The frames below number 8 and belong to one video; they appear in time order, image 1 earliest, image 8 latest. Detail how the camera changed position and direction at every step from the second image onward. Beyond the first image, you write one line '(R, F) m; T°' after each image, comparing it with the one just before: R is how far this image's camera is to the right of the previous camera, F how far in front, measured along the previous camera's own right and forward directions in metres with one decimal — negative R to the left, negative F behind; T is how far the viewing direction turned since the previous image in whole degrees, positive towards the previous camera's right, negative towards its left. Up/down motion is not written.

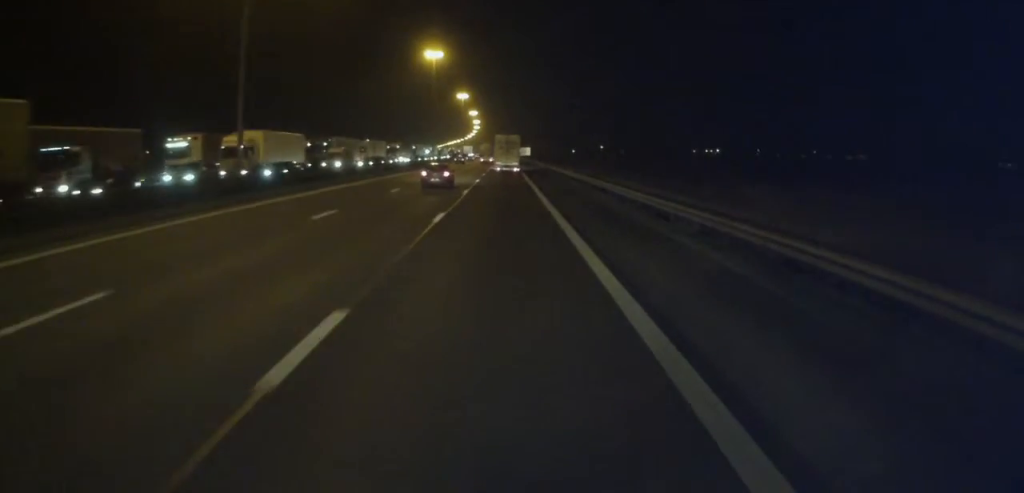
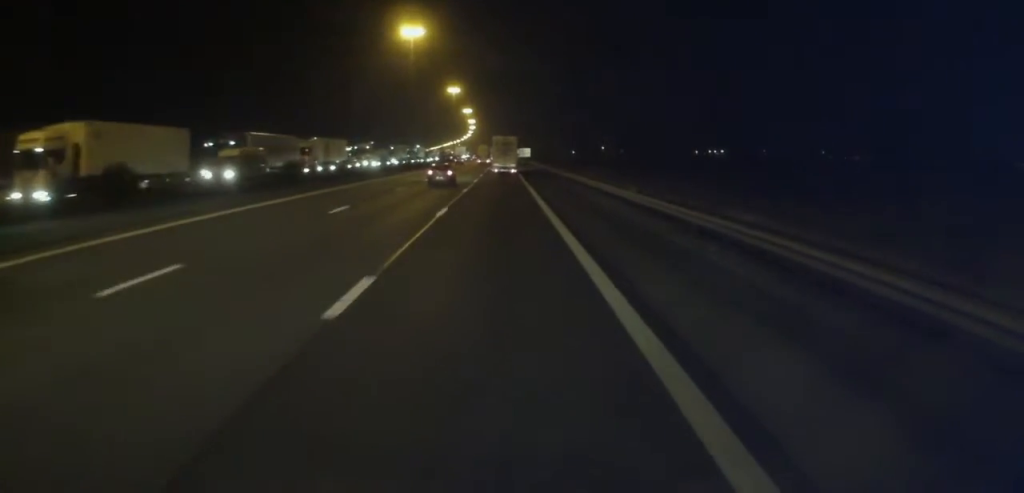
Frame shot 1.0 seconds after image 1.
(-0.3, +24.4) m; -1°
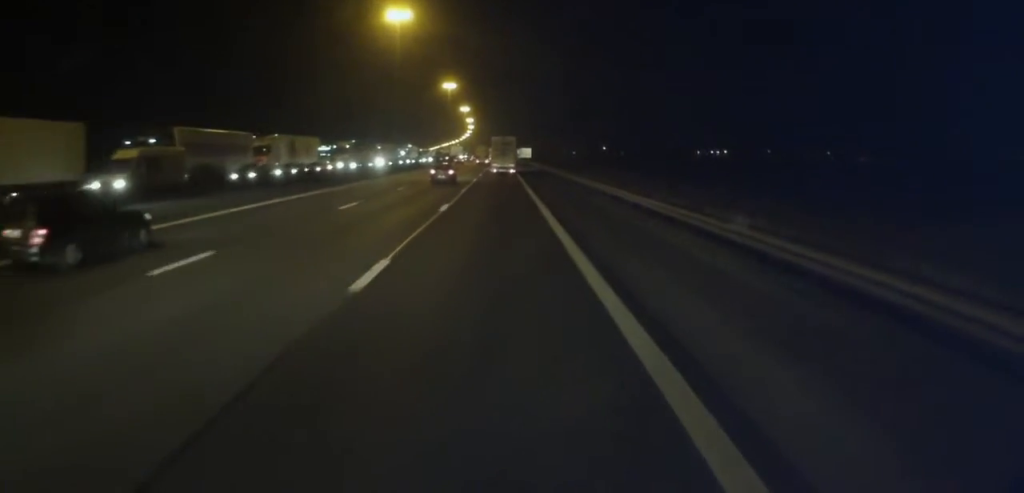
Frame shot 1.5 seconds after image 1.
(0.0, +11.8) m; 0°
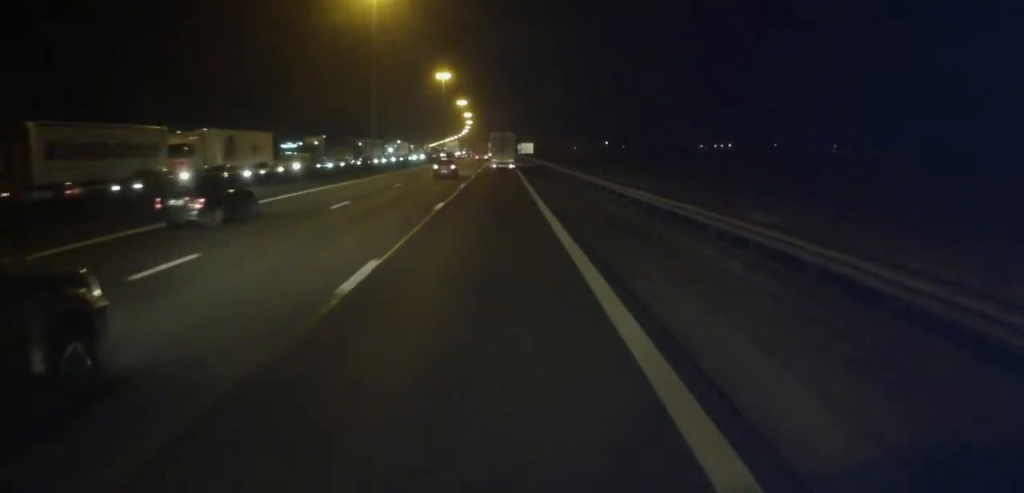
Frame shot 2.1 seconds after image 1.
(0.0, +14.1) m; 0°
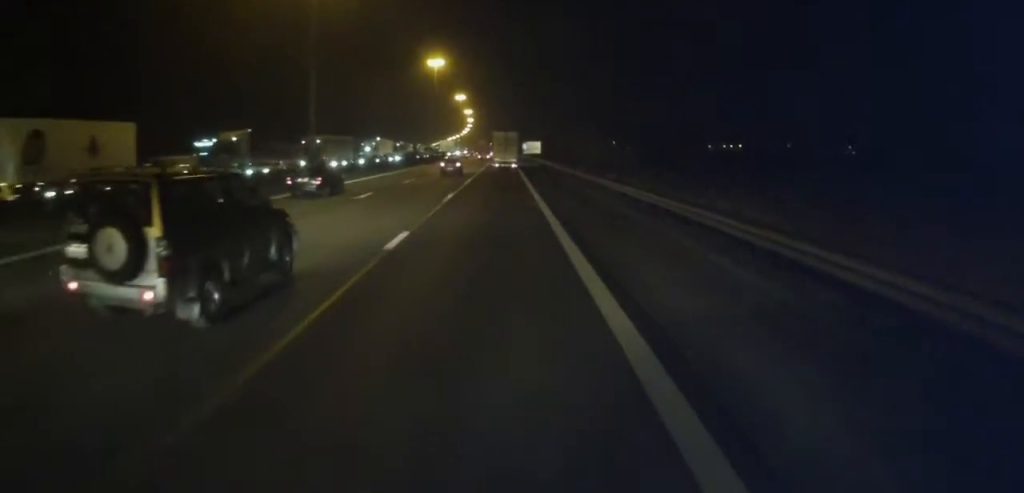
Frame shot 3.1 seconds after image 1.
(0.0, +22.8) m; 0°
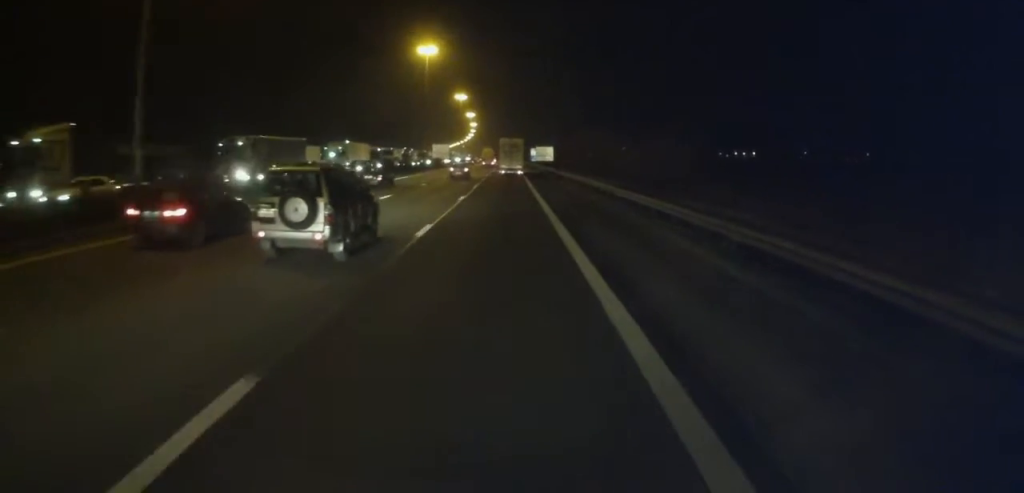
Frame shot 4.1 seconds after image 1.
(0.0, +23.5) m; +1°
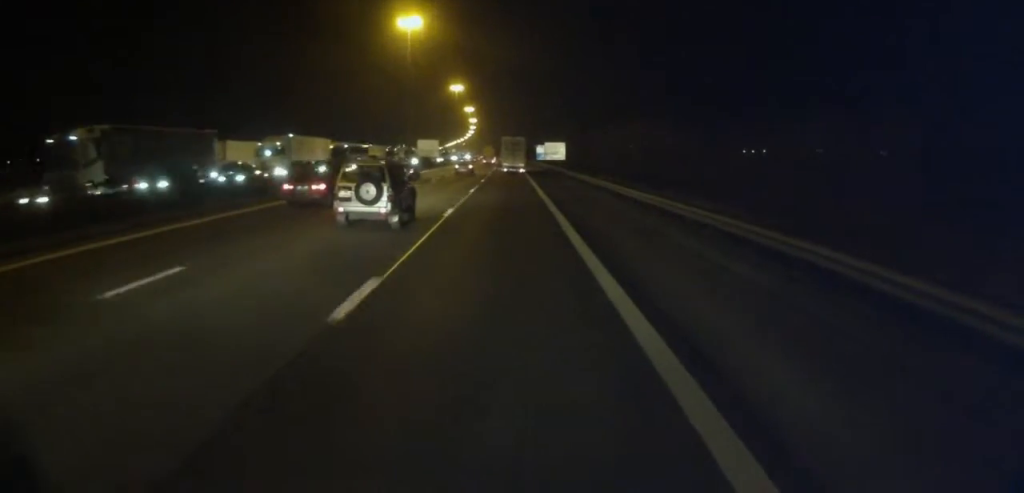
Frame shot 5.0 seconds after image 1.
(+0.4, +21.9) m; 0°
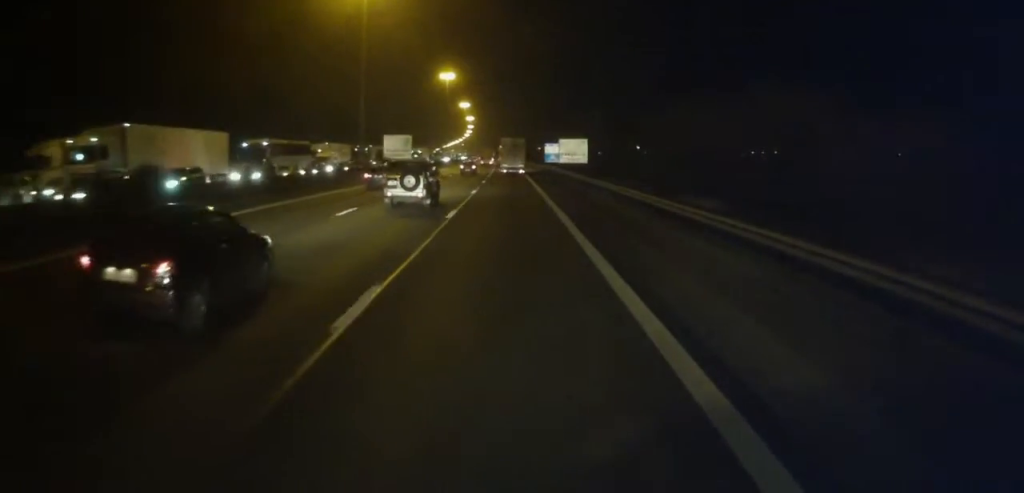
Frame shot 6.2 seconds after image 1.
(-0.5, +27.4) m; -2°
